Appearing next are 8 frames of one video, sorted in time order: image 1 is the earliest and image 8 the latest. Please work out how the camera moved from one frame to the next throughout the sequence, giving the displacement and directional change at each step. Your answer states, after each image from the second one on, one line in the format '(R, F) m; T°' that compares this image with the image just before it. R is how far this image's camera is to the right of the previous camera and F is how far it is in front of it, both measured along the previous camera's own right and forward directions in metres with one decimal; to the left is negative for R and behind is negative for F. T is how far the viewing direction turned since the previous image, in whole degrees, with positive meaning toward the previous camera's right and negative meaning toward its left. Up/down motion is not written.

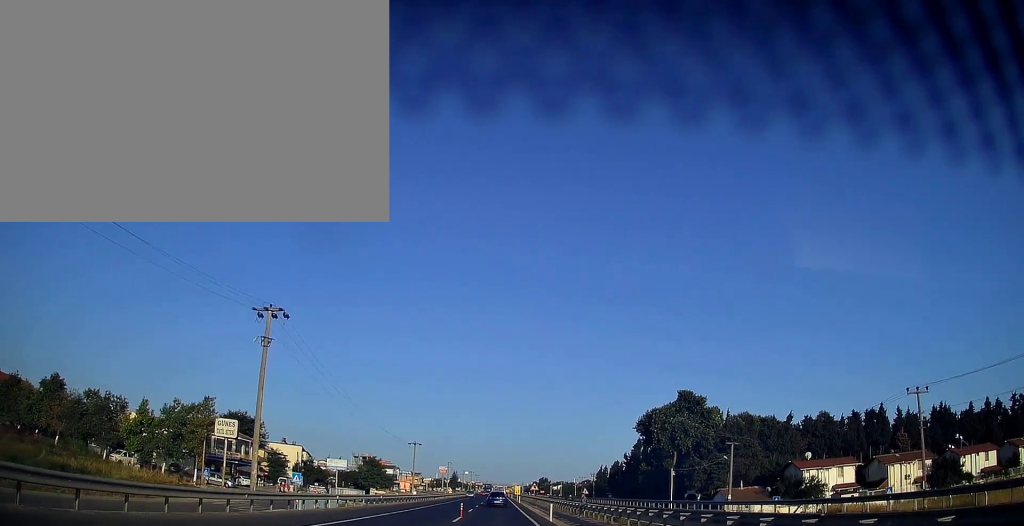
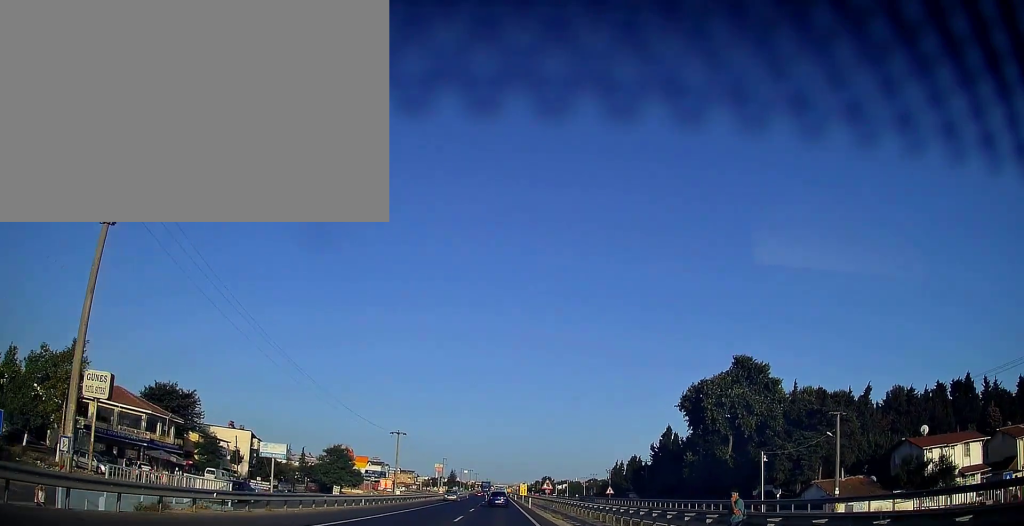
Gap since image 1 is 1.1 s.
(+0.1, +26.6) m; 0°
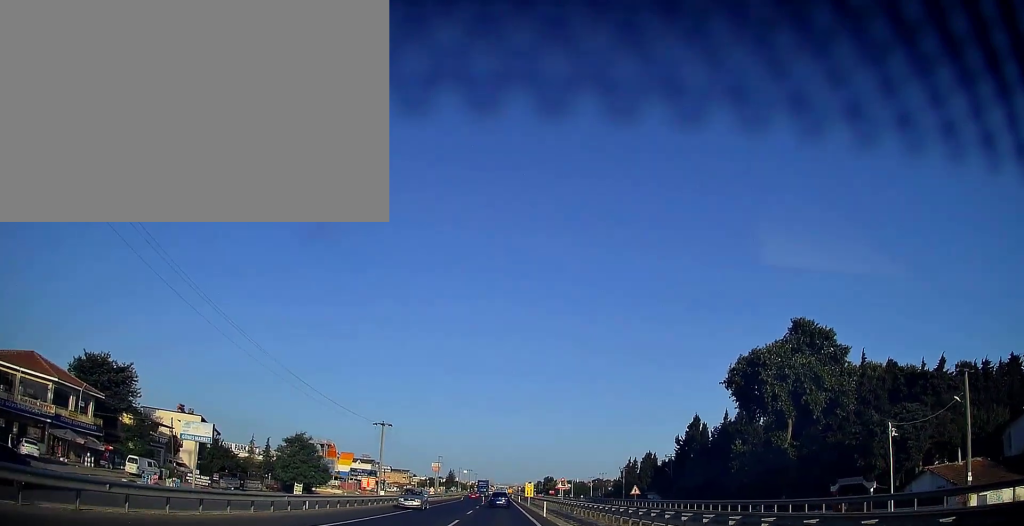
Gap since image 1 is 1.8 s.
(0.0, +17.7) m; 0°
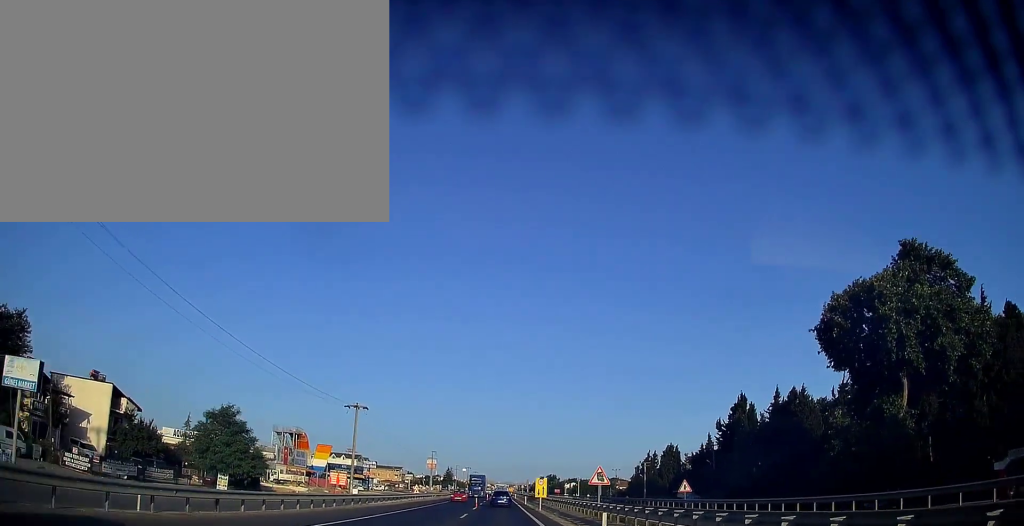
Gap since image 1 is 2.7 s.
(0.0, +21.0) m; 0°
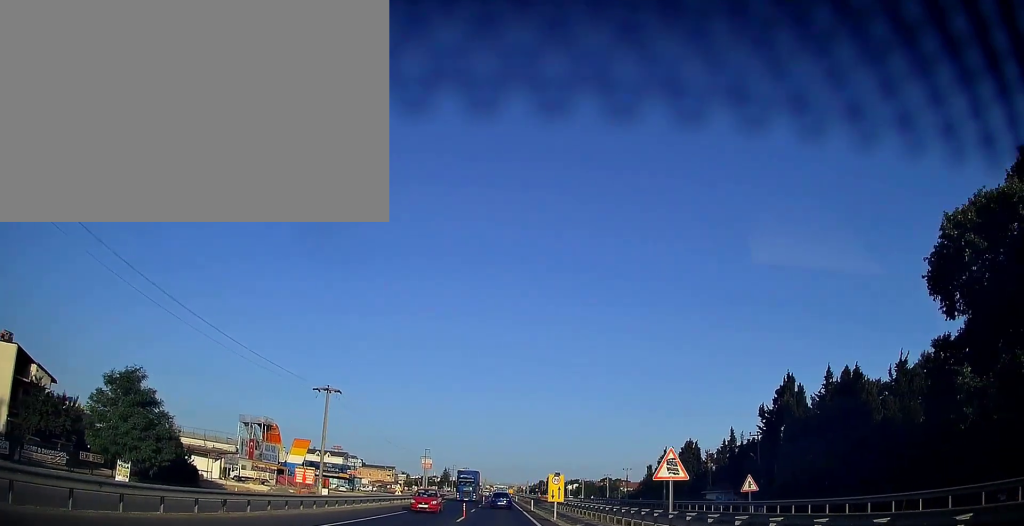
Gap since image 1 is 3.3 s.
(0.0, +15.4) m; 0°
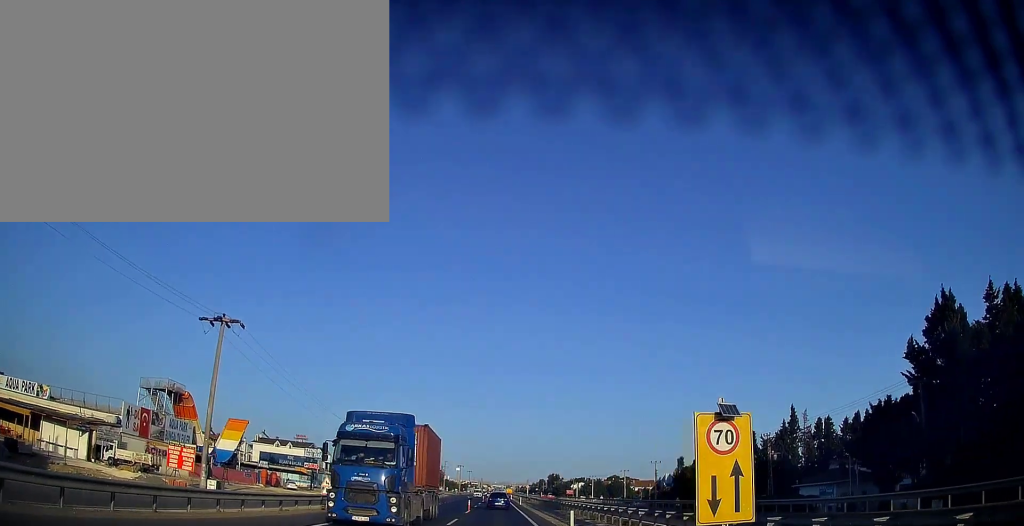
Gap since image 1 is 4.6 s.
(+0.1, +30.2) m; 0°
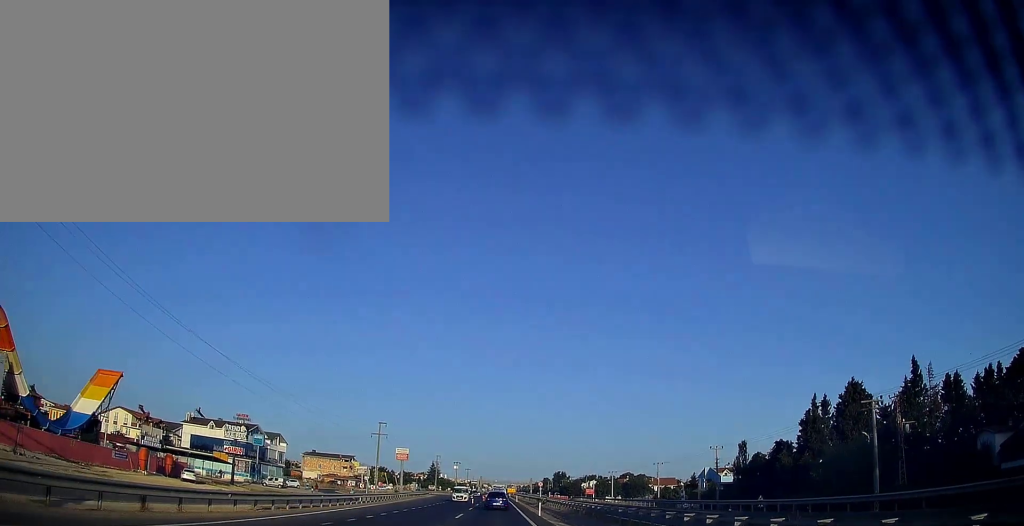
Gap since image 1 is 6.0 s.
(+0.2, +34.4) m; 0°
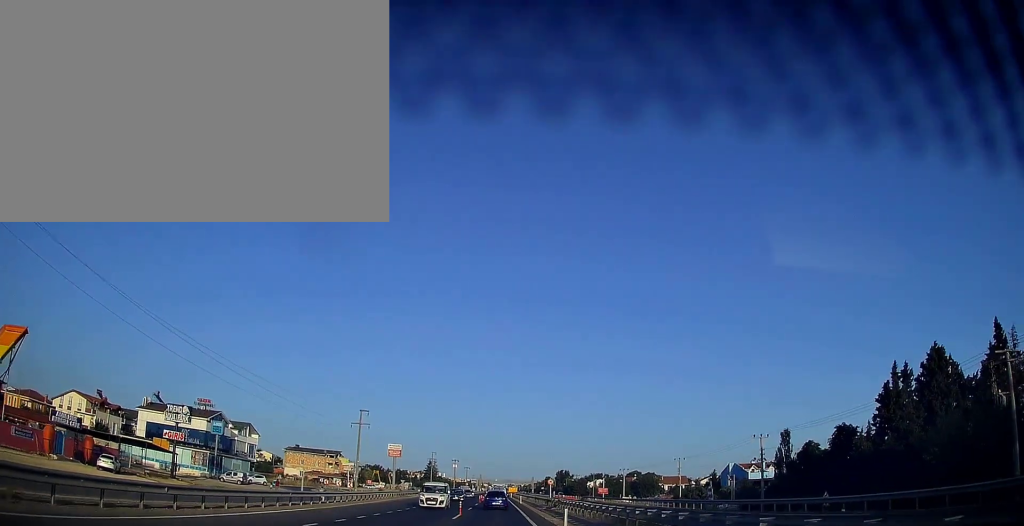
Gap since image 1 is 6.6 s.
(-0.1, +15.6) m; 0°
